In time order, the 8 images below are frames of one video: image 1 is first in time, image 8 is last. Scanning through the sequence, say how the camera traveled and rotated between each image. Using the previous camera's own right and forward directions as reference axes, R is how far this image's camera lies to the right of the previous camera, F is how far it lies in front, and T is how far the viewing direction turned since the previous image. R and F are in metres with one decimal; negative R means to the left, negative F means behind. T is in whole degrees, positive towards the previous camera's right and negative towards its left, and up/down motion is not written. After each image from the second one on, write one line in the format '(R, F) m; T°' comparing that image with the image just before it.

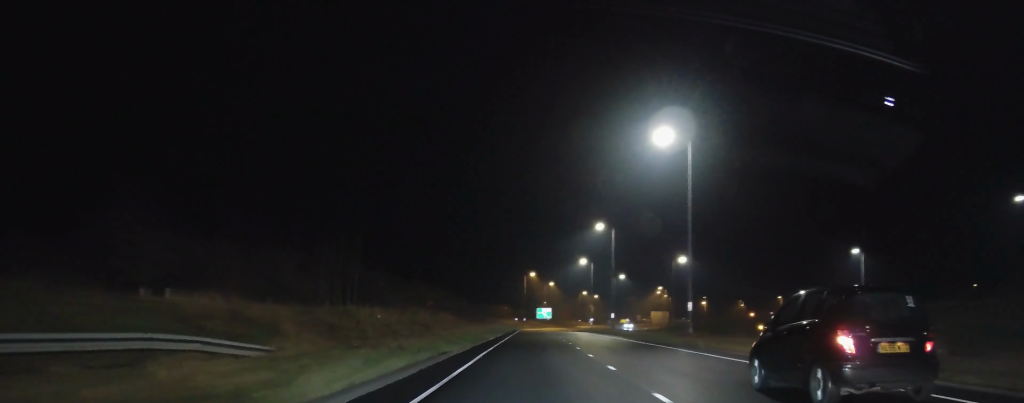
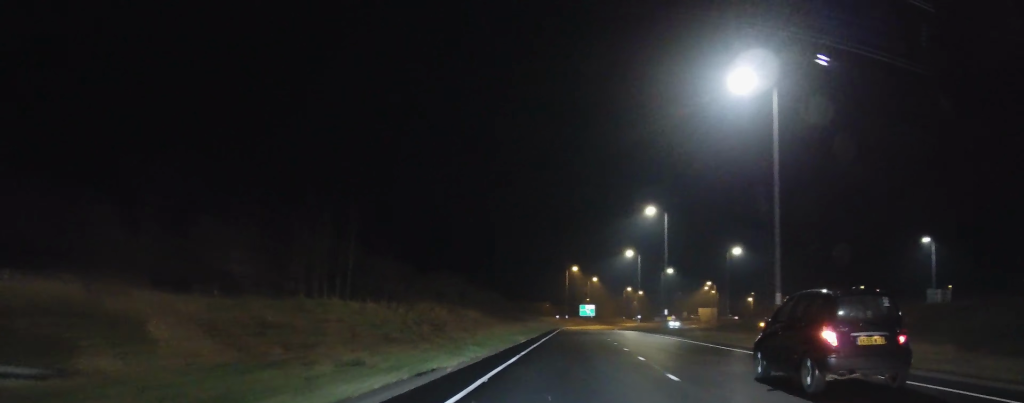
(-0.3, +9.1) m; -2°
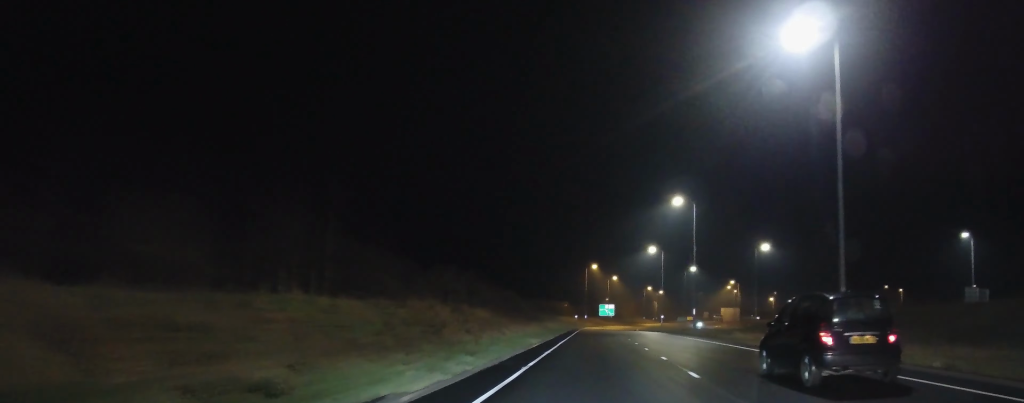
(0.0, +5.5) m; +1°
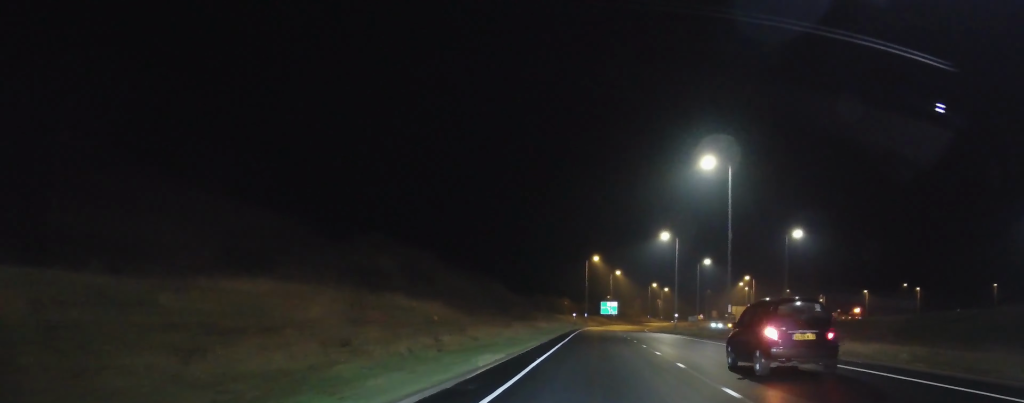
(+0.5, +15.1) m; +2°
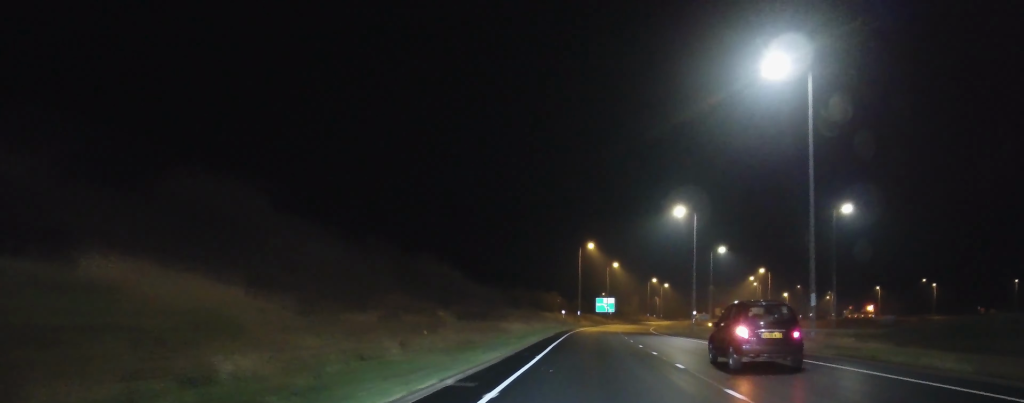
(-0.1, +17.9) m; -1°
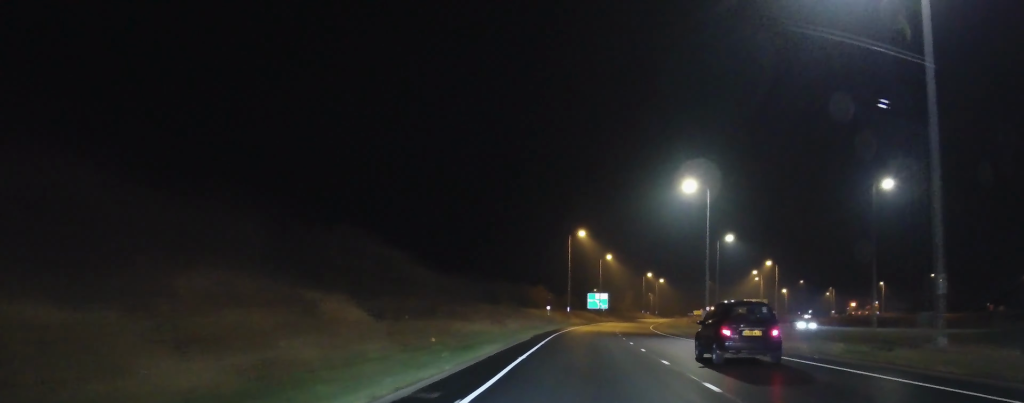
(-0.1, +11.2) m; 0°
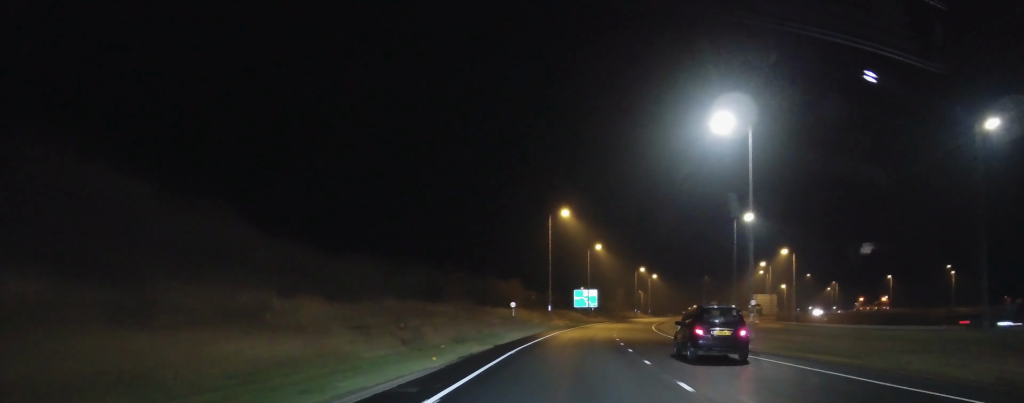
(+0.3, +17.5) m; +1°
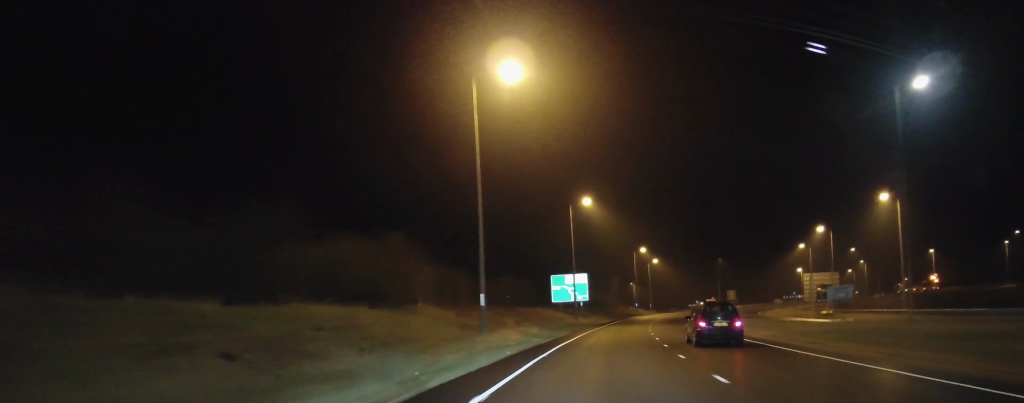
(0.0, +41.0) m; +1°
